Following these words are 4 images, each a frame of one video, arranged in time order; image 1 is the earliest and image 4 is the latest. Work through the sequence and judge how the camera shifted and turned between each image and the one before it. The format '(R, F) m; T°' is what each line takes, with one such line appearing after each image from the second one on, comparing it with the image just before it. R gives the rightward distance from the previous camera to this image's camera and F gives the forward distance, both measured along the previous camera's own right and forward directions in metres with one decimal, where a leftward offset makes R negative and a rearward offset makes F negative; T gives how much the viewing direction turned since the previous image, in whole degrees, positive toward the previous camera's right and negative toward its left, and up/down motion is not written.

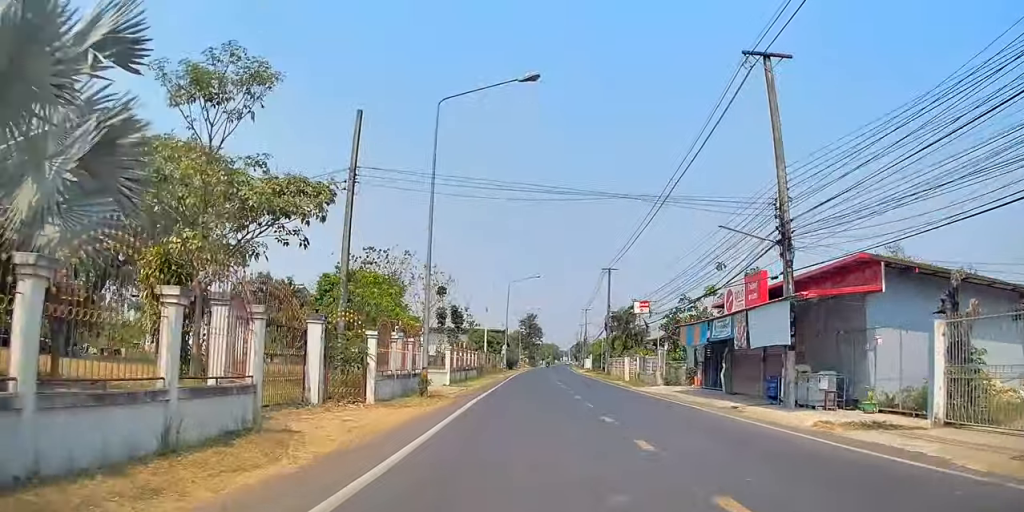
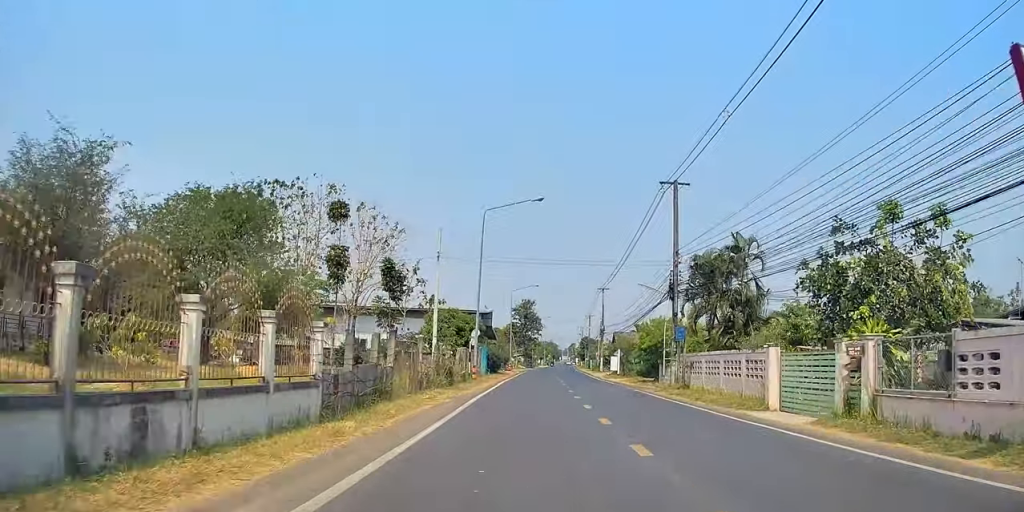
(0.0, +28.4) m; 0°
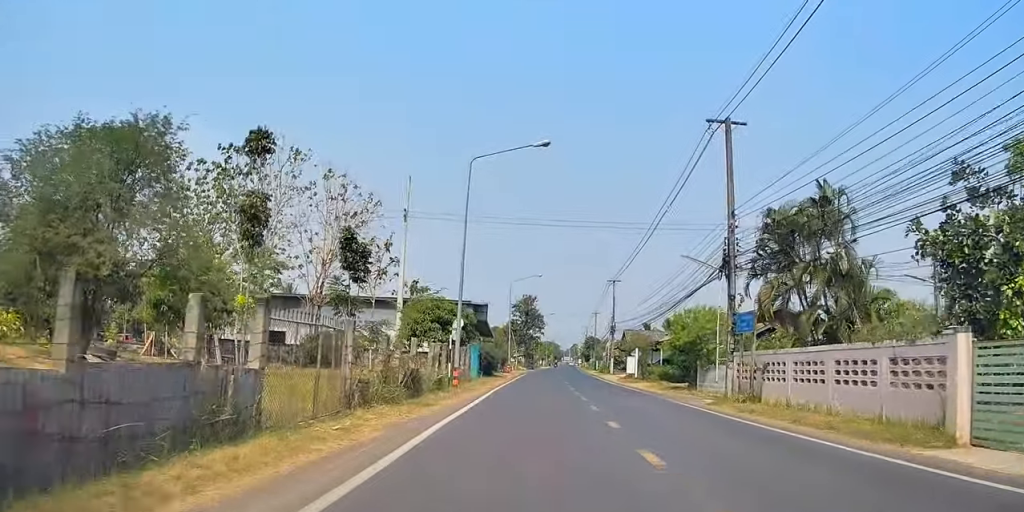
(+0.2, +8.3) m; 0°
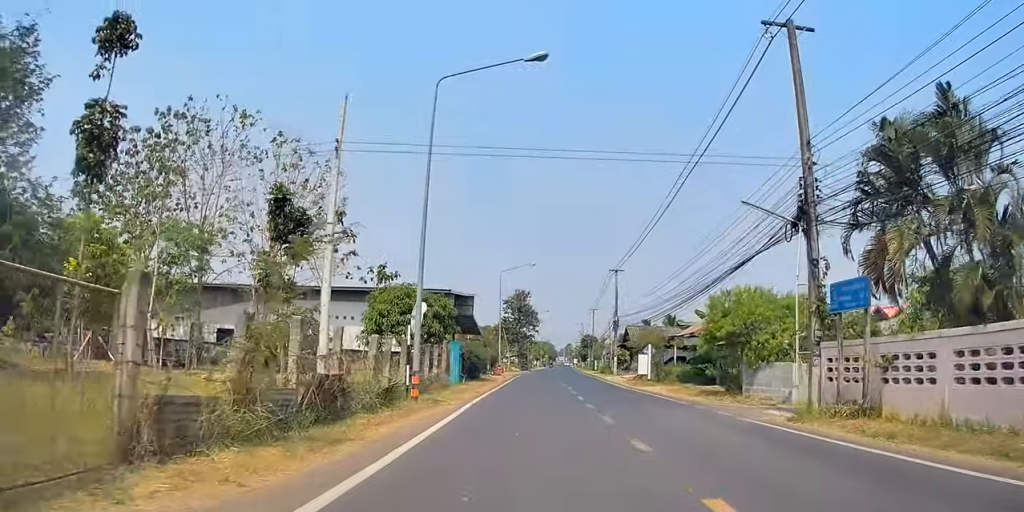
(+0.1, +7.3) m; 0°
